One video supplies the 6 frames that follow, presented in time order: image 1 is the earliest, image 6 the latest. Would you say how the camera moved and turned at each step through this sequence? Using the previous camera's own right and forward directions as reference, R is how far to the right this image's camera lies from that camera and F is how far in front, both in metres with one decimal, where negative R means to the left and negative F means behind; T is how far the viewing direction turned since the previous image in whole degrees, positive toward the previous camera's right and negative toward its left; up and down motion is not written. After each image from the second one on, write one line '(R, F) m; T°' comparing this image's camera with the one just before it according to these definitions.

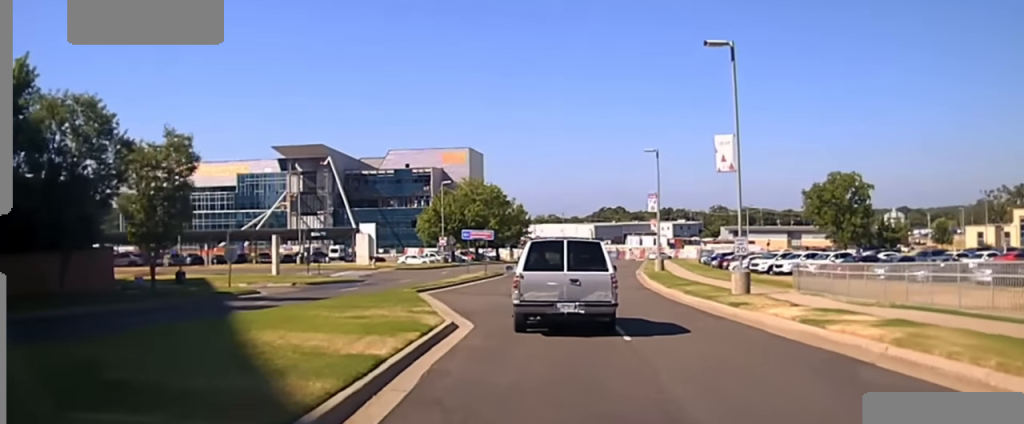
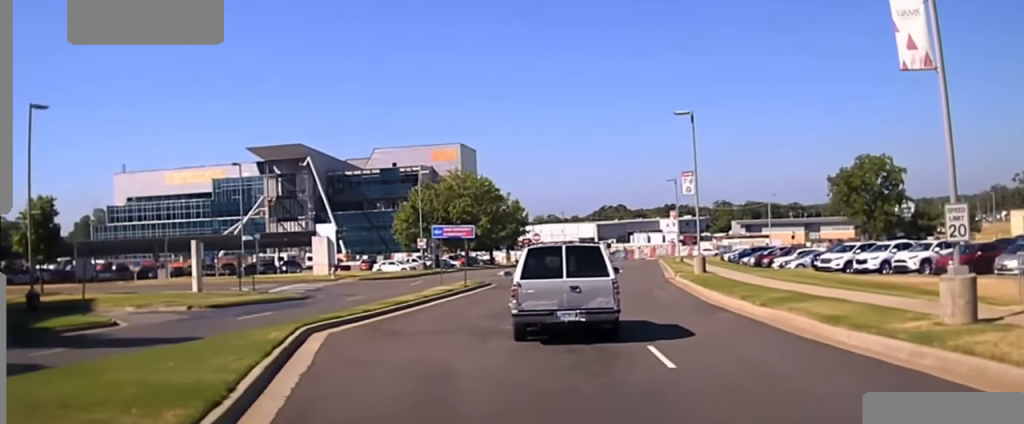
(-0.1, +14.3) m; 0°
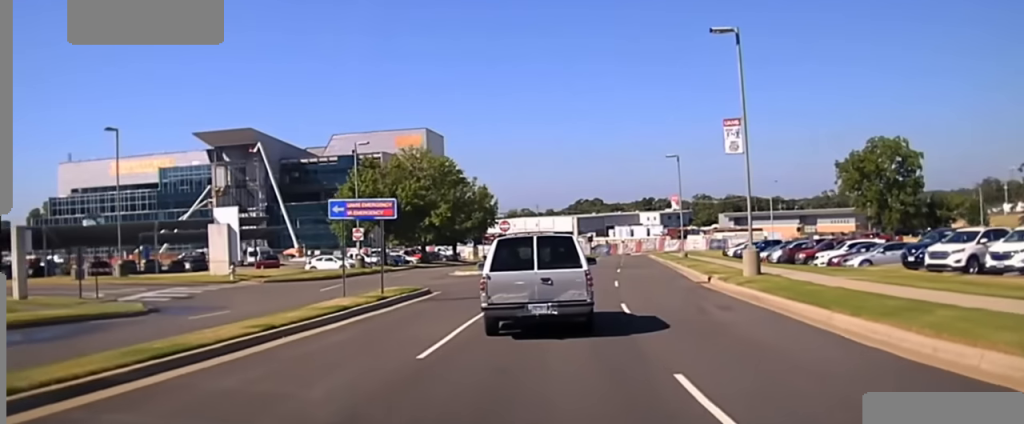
(+0.3, +17.7) m; +1°
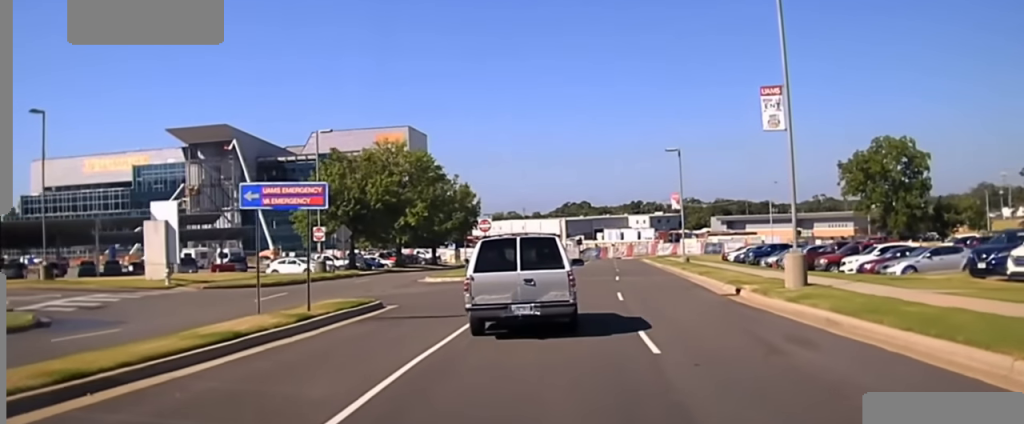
(0.0, +9.5) m; -1°
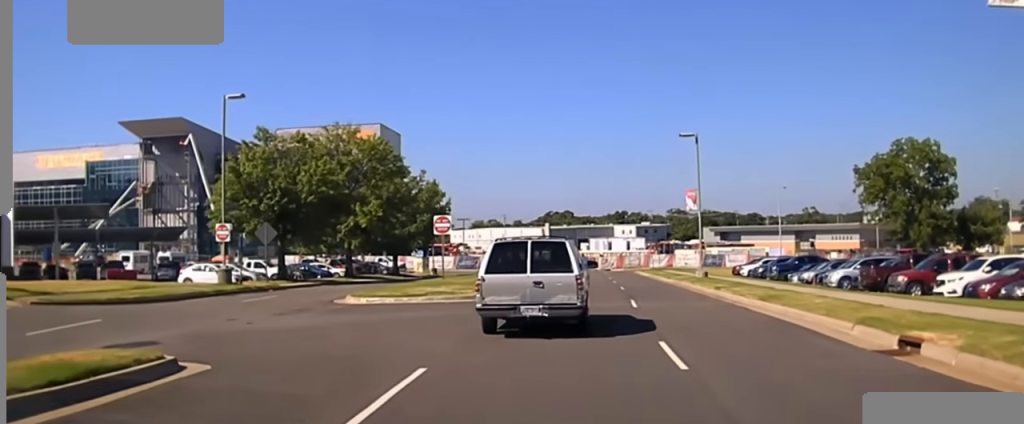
(-0.3, +18.6) m; -2°
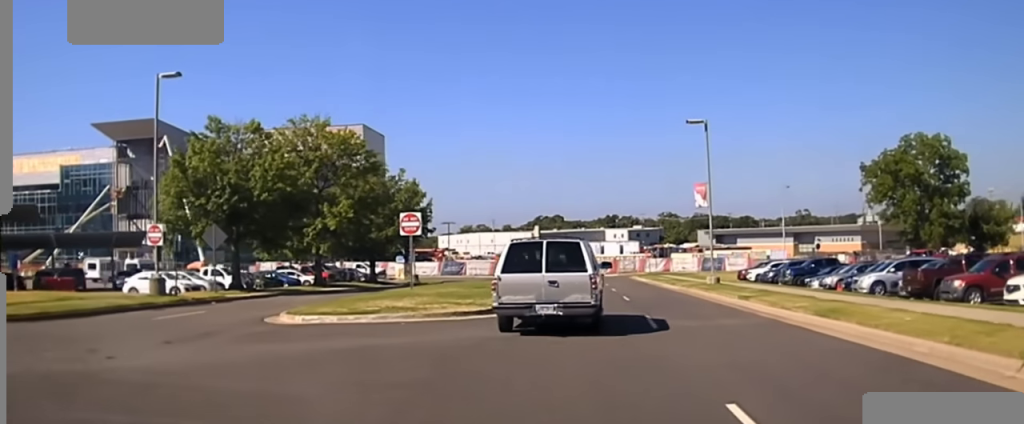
(-0.1, +6.7) m; +2°
